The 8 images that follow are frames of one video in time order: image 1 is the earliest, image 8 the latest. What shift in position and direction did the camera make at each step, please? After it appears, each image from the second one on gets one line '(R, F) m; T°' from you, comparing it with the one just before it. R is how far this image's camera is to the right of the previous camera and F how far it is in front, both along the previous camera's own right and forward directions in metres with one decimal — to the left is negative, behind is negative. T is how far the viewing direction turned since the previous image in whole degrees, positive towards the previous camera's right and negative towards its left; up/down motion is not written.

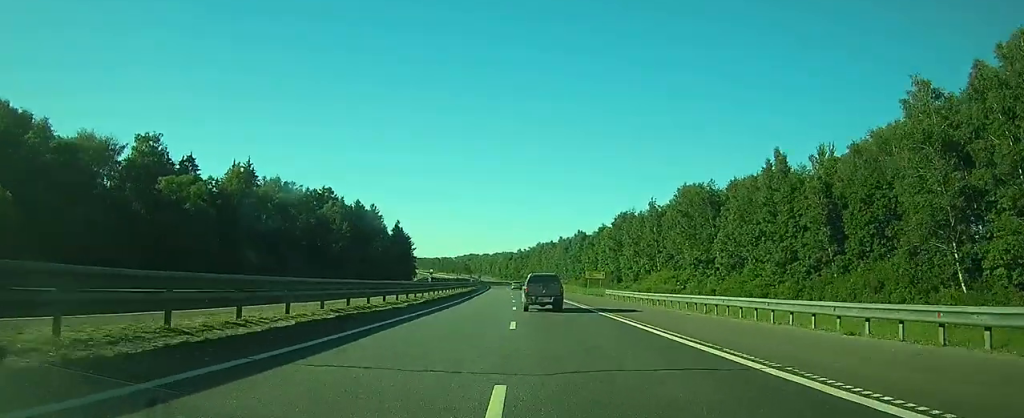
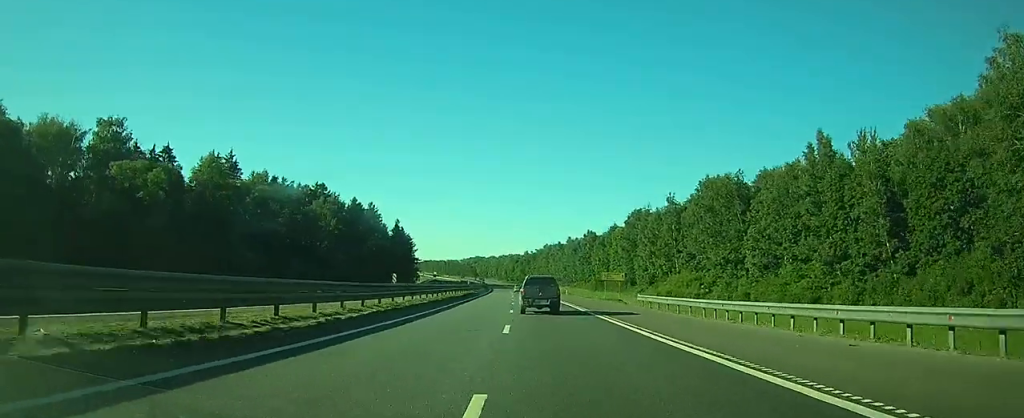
(-0.1, +12.7) m; -1°
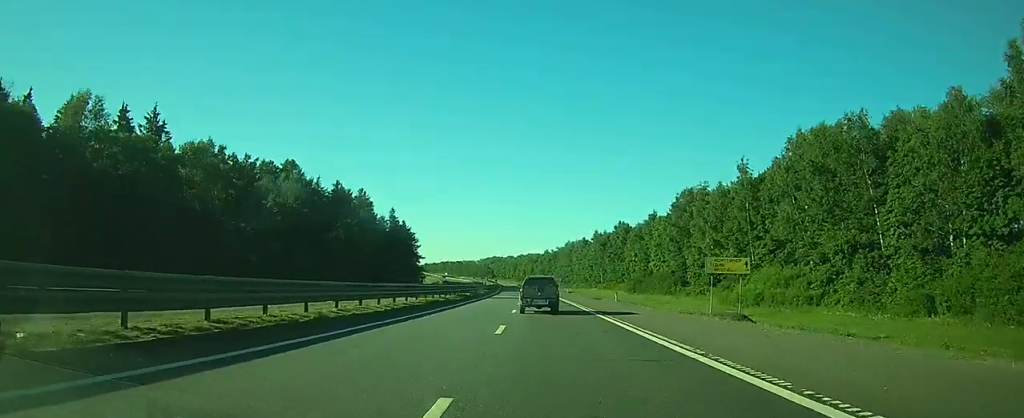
(-0.5, +36.9) m; -2°
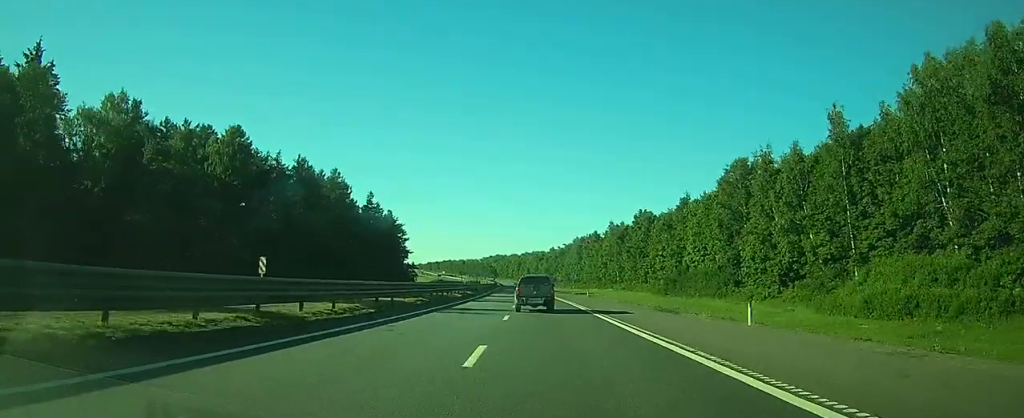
(-0.3, +30.9) m; -1°
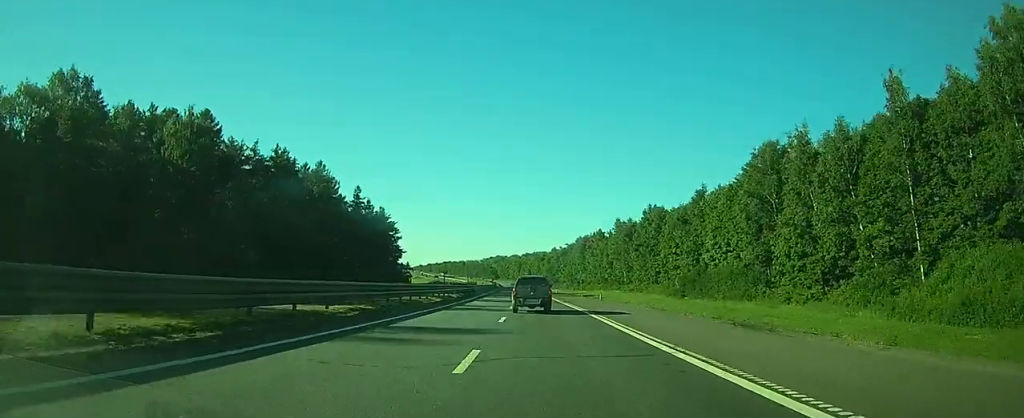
(-0.1, +12.6) m; 0°
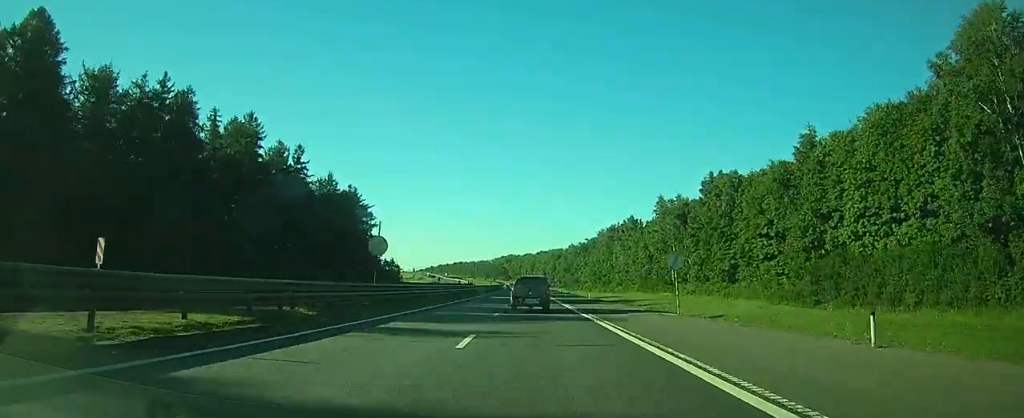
(-0.3, +45.4) m; -1°
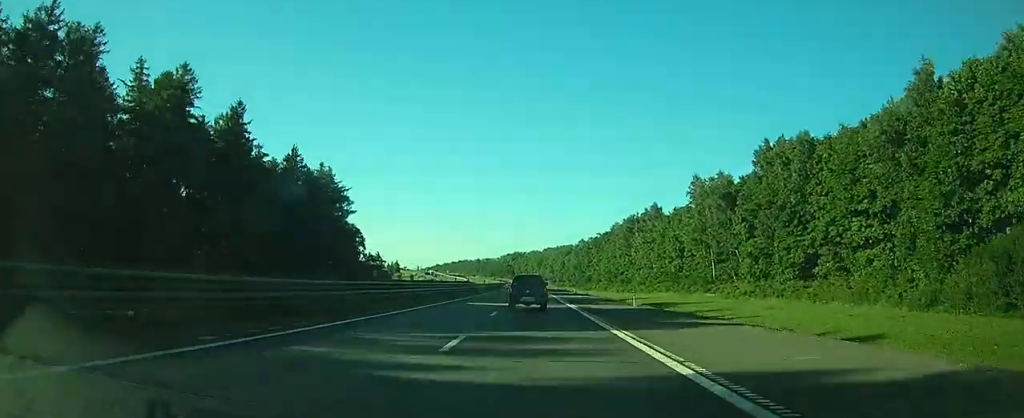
(-0.2, +25.2) m; -1°
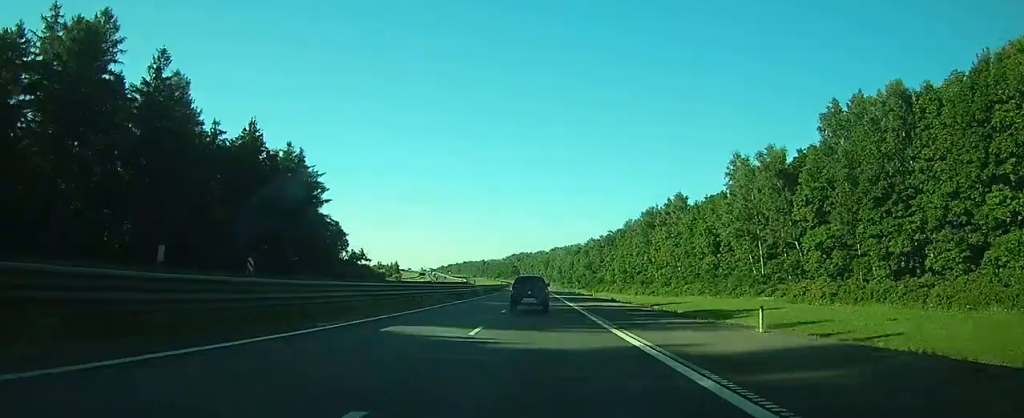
(-0.1, +20.4) m; -1°
